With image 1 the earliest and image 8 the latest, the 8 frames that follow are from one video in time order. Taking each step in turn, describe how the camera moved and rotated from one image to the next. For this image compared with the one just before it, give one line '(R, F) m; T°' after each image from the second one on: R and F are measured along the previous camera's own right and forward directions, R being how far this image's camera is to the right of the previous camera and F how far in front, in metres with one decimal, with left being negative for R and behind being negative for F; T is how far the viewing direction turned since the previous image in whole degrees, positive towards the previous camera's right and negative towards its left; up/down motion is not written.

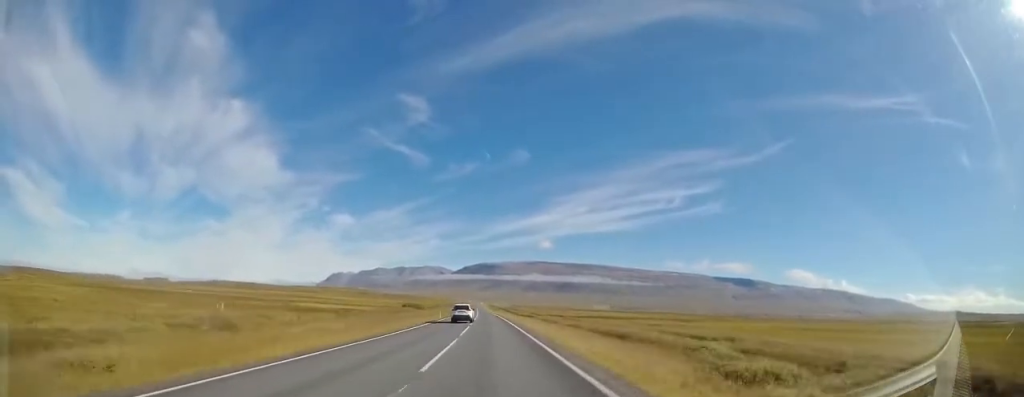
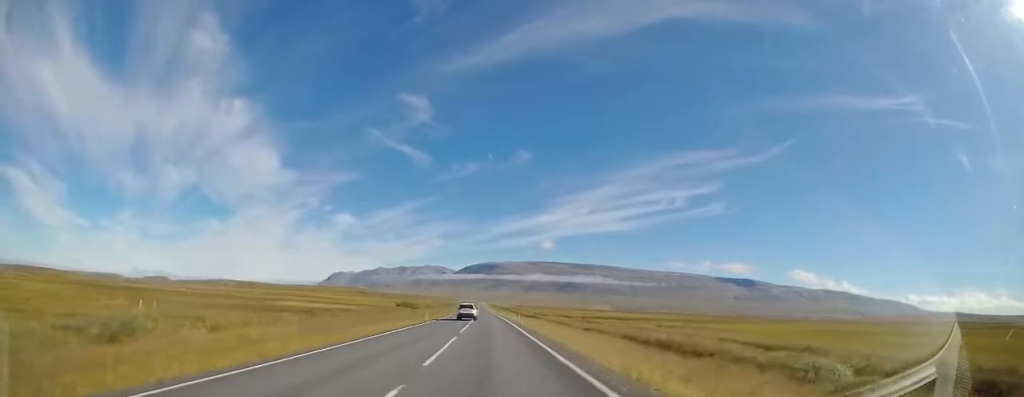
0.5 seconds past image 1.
(0.0, +11.3) m; 0°
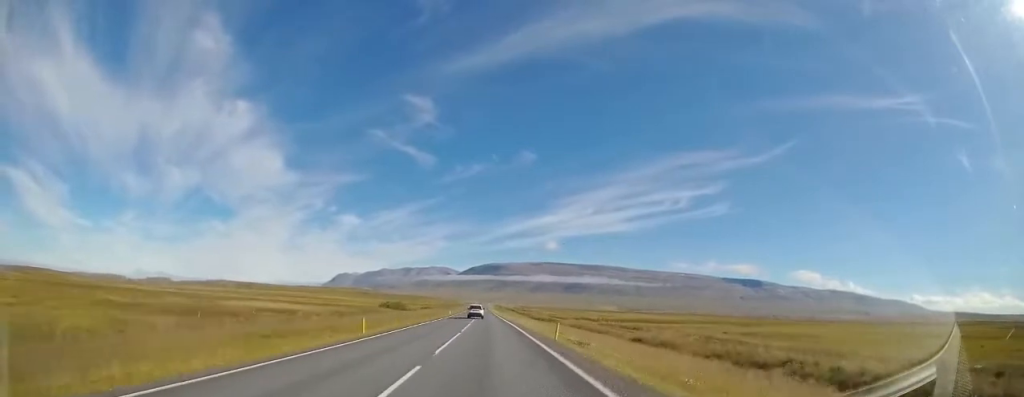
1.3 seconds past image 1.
(-0.2, +21.0) m; 0°
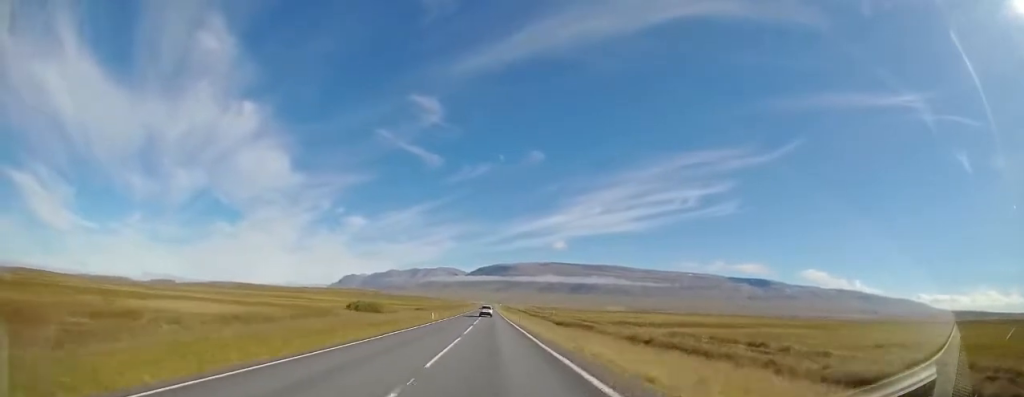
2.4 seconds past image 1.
(+0.1, +26.7) m; 0°
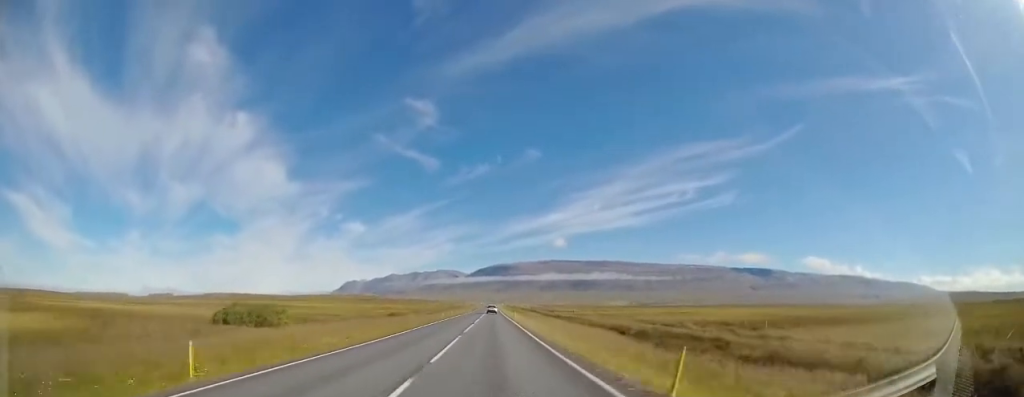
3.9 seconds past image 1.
(-1.0, +36.0) m; -3°
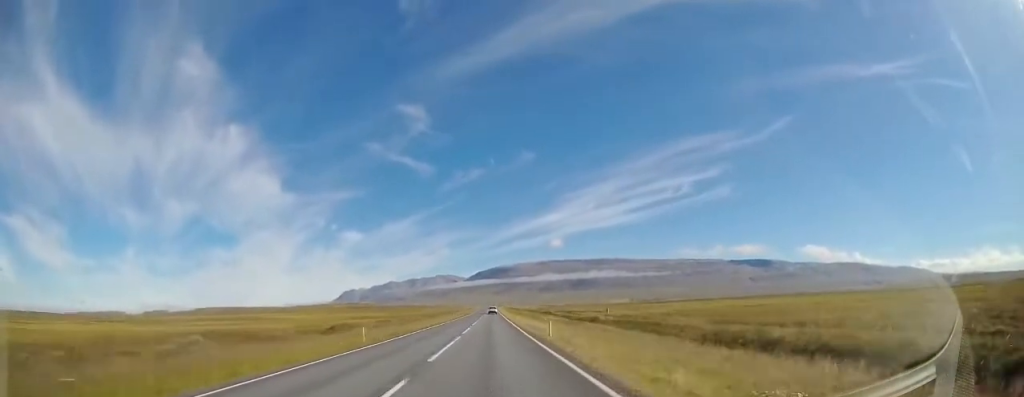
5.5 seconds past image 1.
(+0.3, +35.6) m; +1°
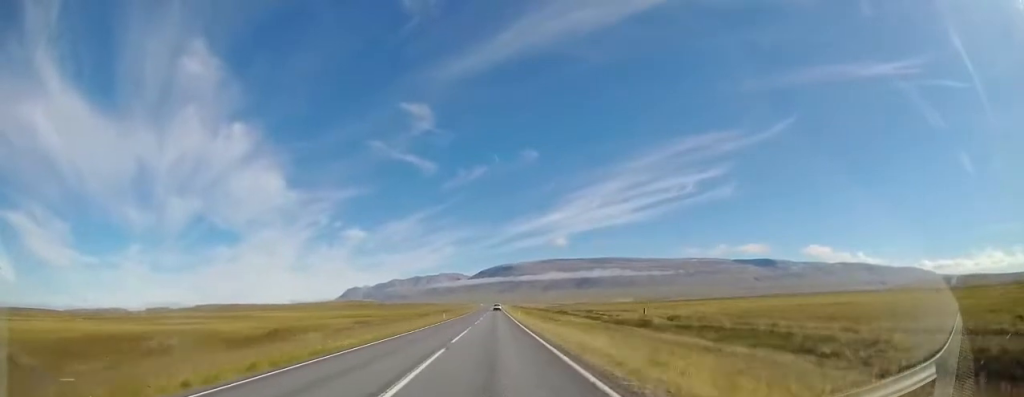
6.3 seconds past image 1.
(-0.1, +18.5) m; 0°
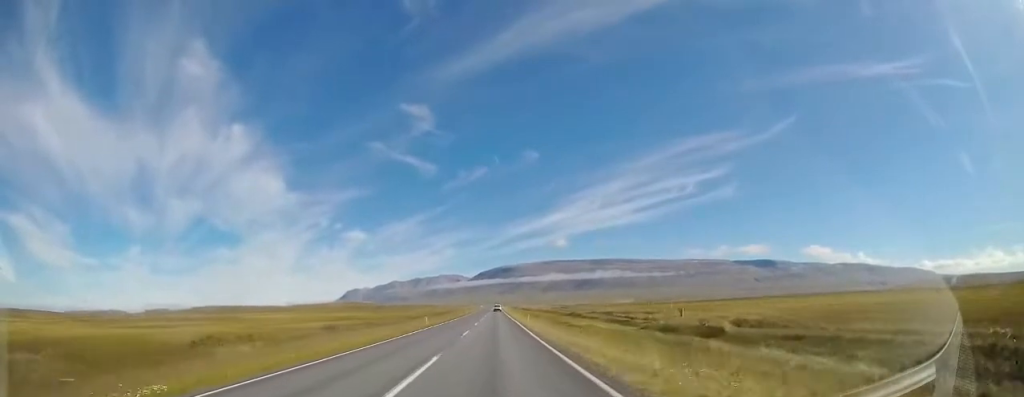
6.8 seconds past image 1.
(+0.1, +13.1) m; 0°
